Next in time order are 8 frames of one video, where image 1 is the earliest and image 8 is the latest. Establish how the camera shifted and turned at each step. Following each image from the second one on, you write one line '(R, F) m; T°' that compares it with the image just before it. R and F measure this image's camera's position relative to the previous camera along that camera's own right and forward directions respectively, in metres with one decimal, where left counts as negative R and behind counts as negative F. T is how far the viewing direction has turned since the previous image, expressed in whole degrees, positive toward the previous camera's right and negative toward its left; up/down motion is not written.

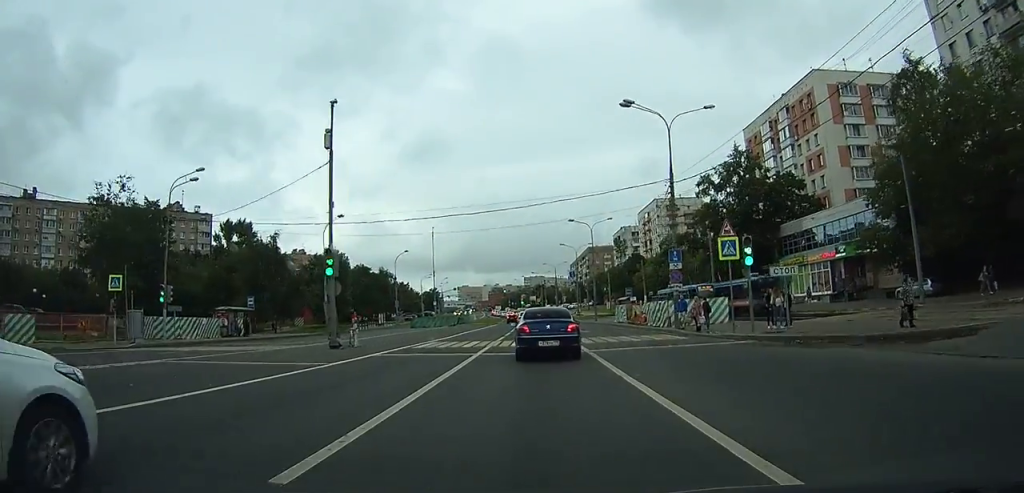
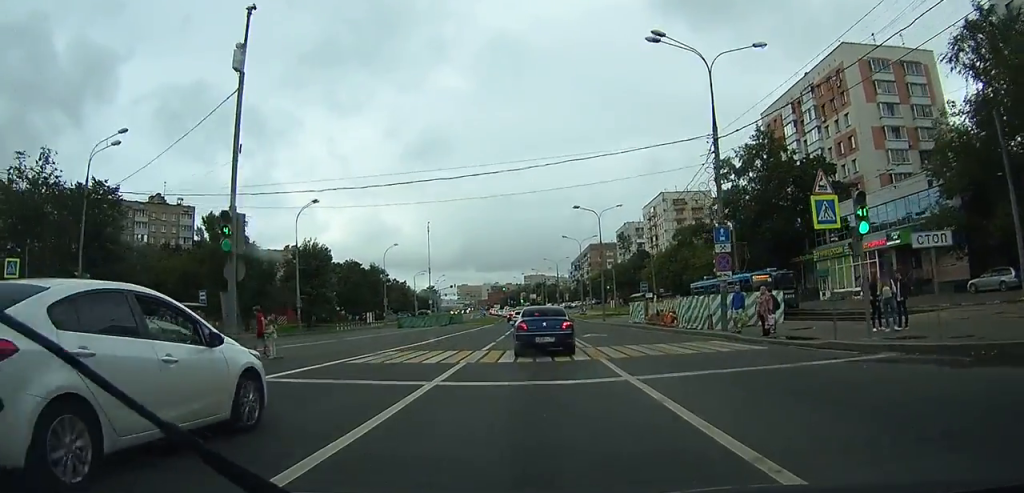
(0.0, +8.5) m; 0°
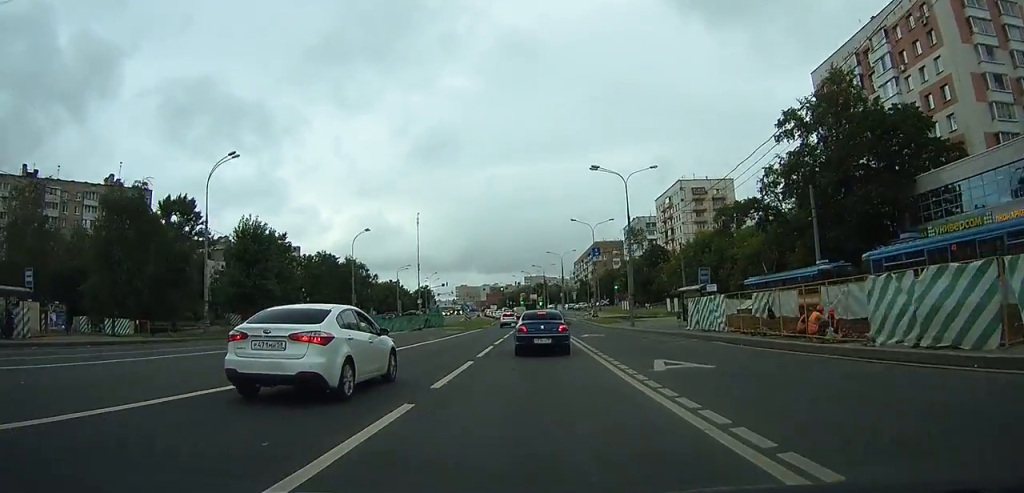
(-0.1, +18.7) m; 0°
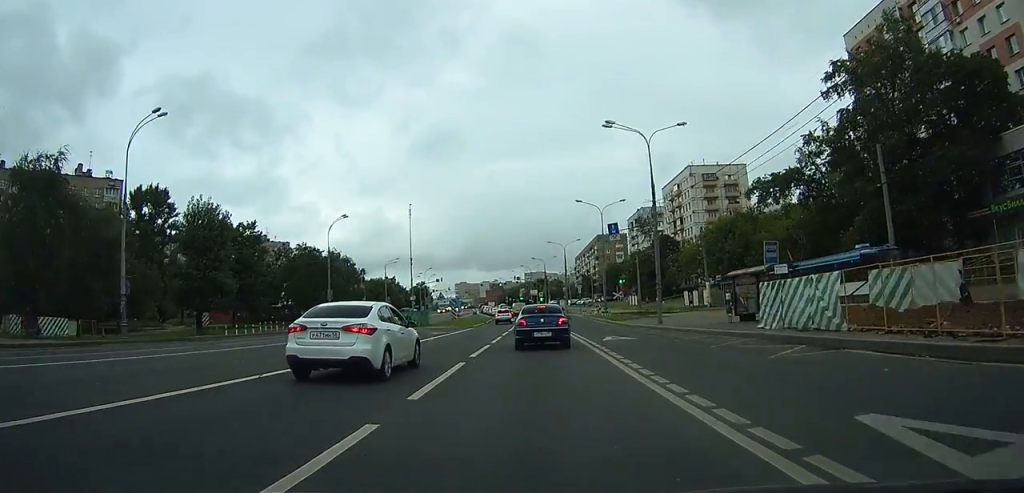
(0.0, +9.8) m; 0°
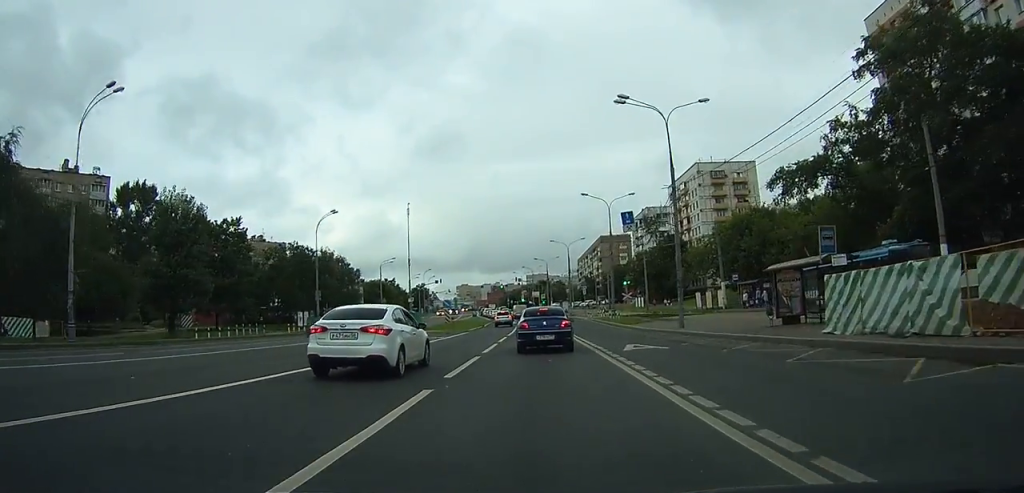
(0.0, +4.7) m; 0°
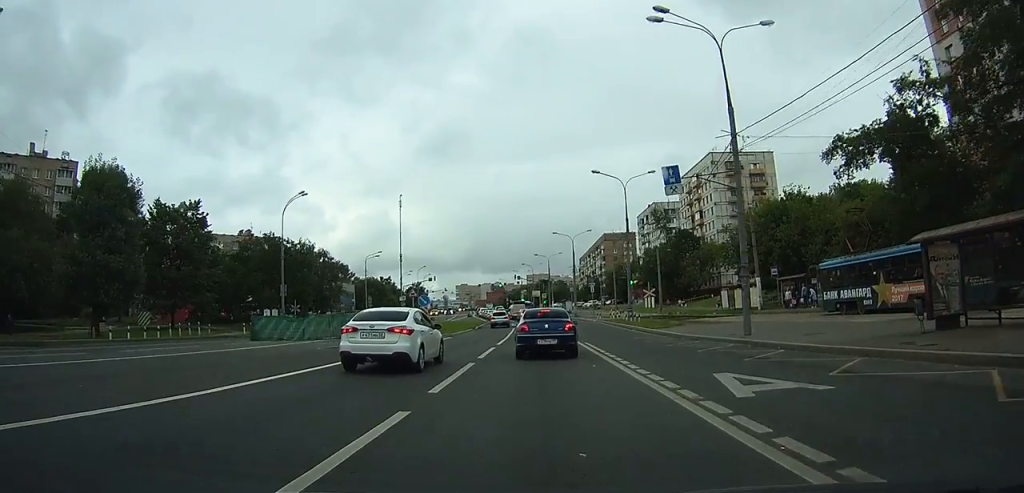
(+0.1, +9.6) m; +1°
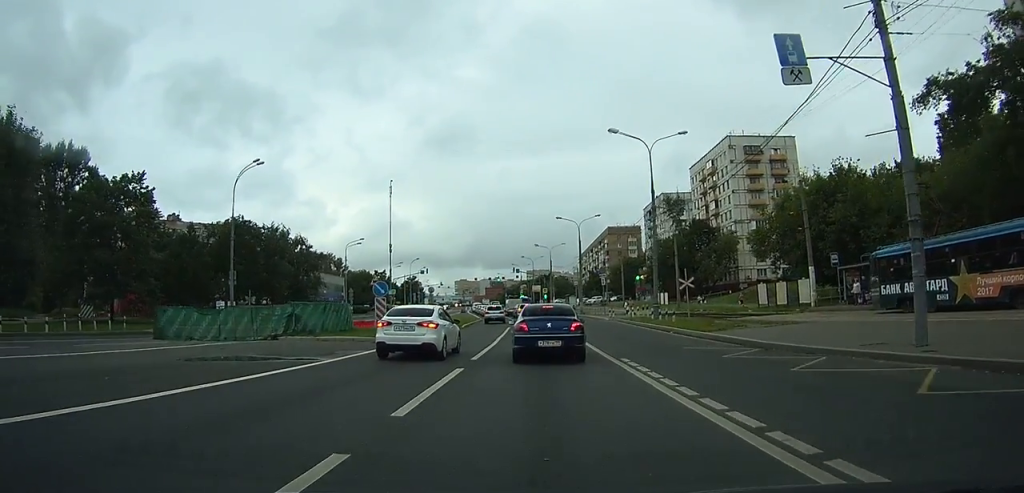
(+0.1, +10.3) m; 0°
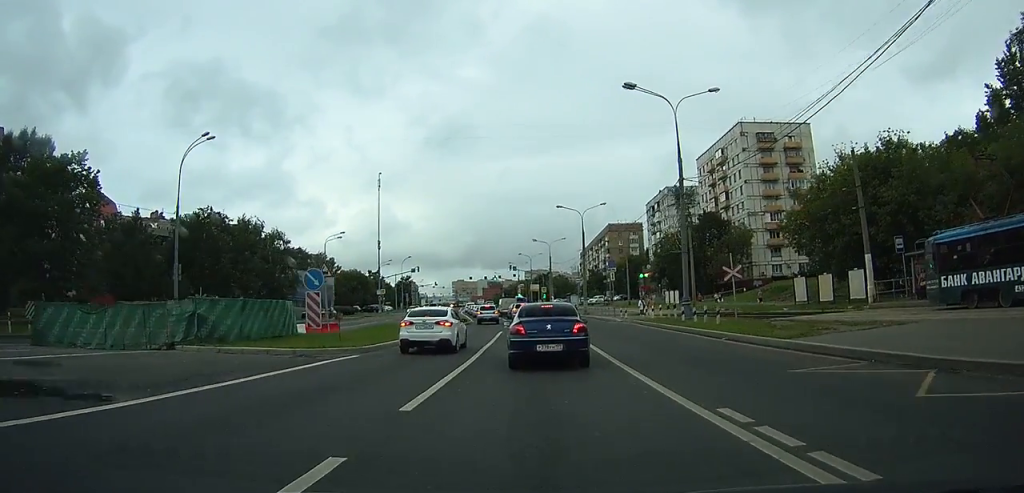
(0.0, +8.4) m; 0°
